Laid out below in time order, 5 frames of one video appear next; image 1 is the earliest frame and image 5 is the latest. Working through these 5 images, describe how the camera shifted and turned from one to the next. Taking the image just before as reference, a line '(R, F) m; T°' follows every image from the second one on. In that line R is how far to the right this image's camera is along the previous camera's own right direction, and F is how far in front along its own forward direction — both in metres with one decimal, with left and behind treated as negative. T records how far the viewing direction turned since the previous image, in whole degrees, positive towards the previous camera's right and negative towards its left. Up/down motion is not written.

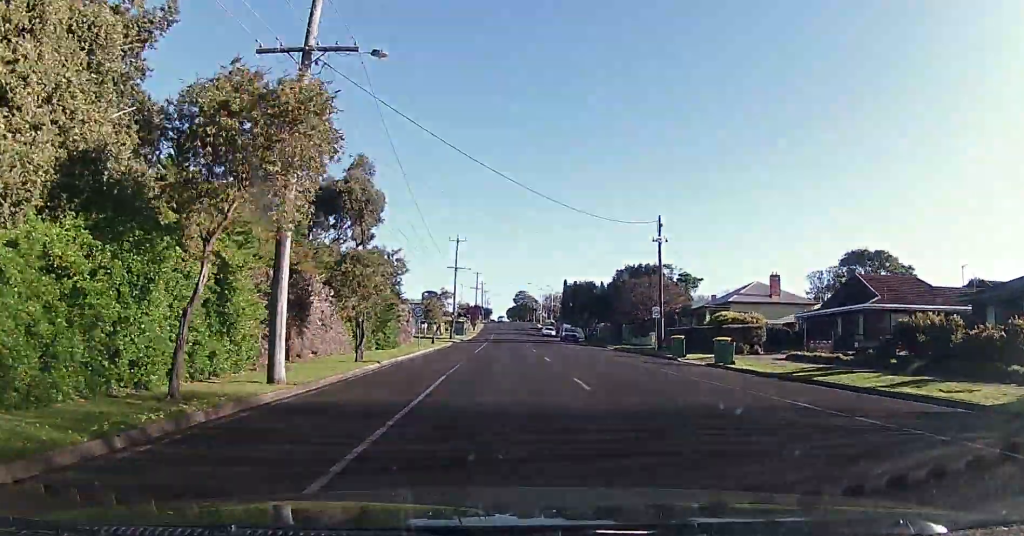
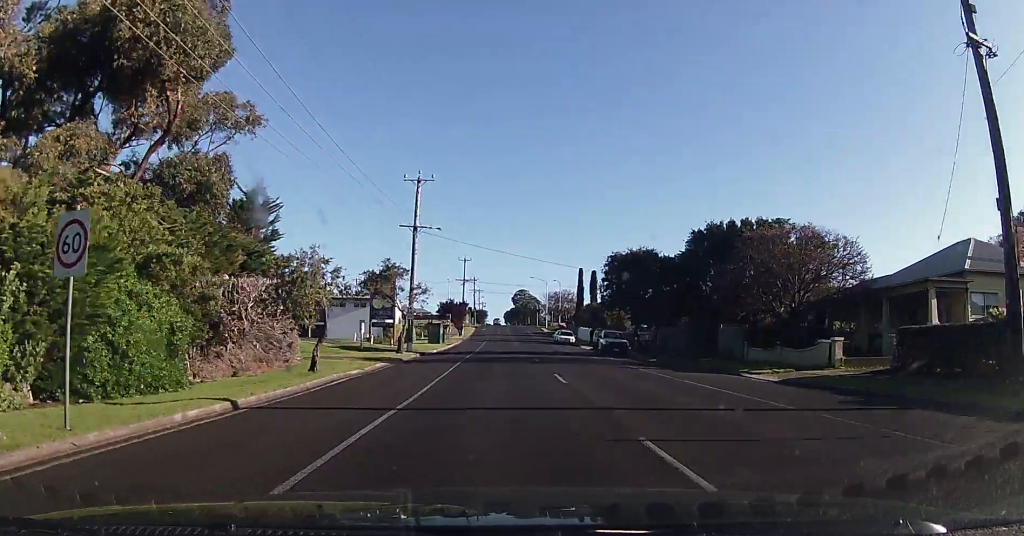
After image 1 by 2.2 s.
(+0.9, +33.0) m; +2°
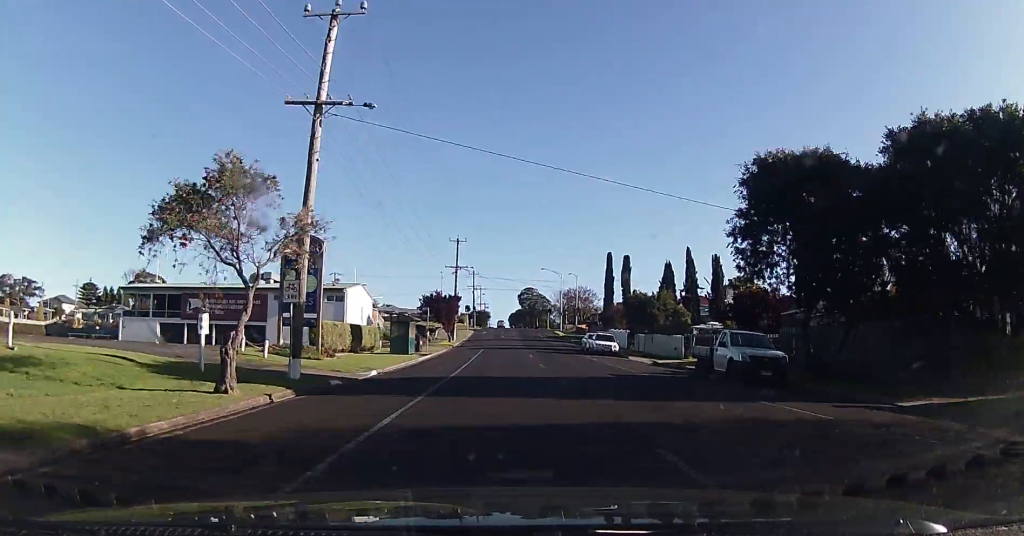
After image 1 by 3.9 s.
(-0.4, +24.0) m; -1°
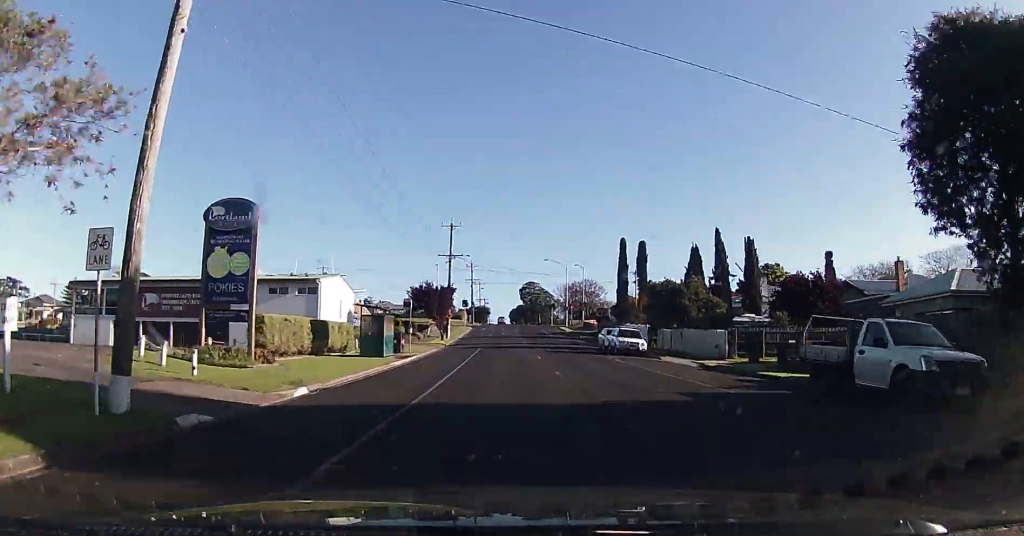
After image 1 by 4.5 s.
(+0.3, +8.8) m; -1°
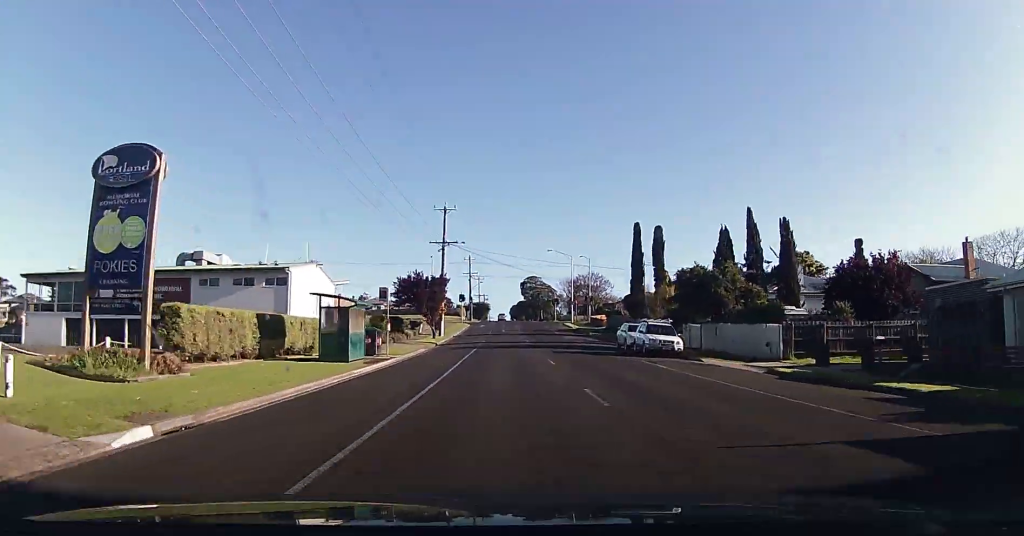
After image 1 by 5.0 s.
(-0.2, +7.5) m; -1°
